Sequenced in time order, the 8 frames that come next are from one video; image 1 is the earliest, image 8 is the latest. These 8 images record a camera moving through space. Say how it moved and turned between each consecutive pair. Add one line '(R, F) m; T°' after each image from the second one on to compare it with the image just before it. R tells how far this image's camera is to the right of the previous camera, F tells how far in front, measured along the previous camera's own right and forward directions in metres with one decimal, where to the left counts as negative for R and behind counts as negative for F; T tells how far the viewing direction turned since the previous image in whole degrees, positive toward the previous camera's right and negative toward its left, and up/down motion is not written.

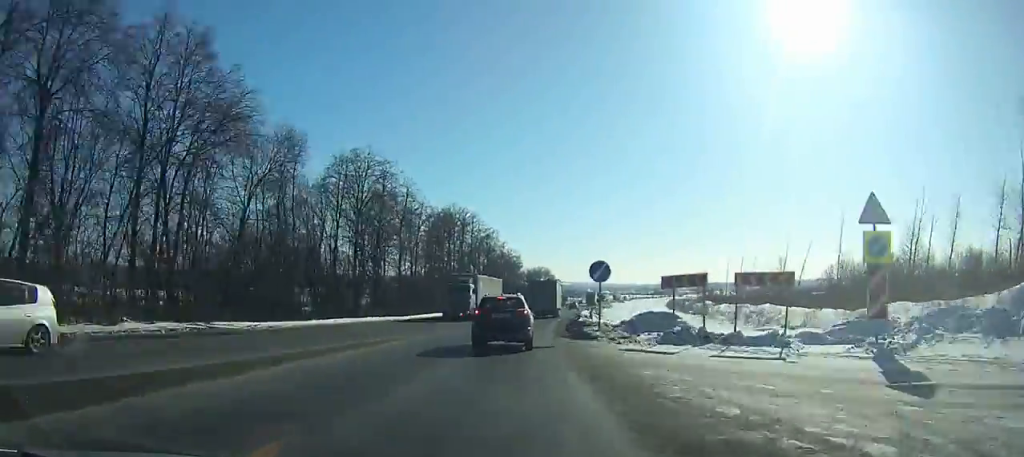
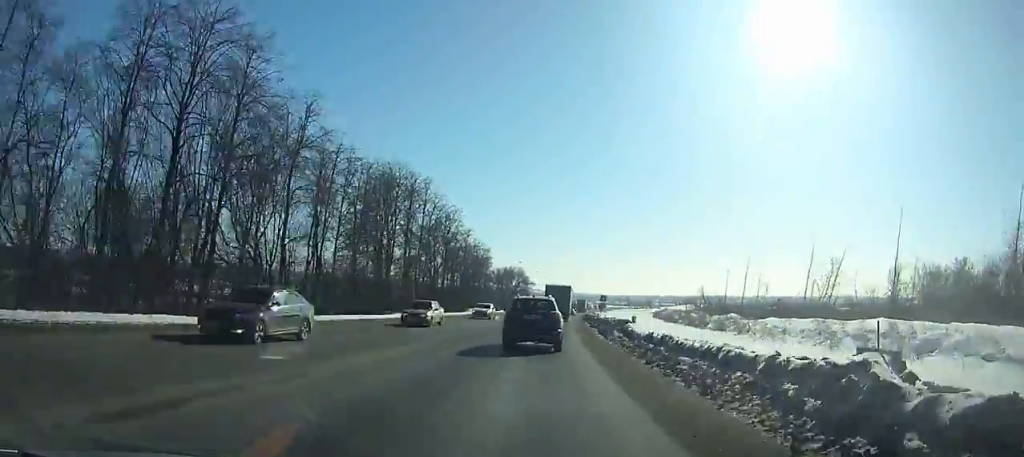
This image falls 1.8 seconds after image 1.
(-0.5, +35.2) m; +1°
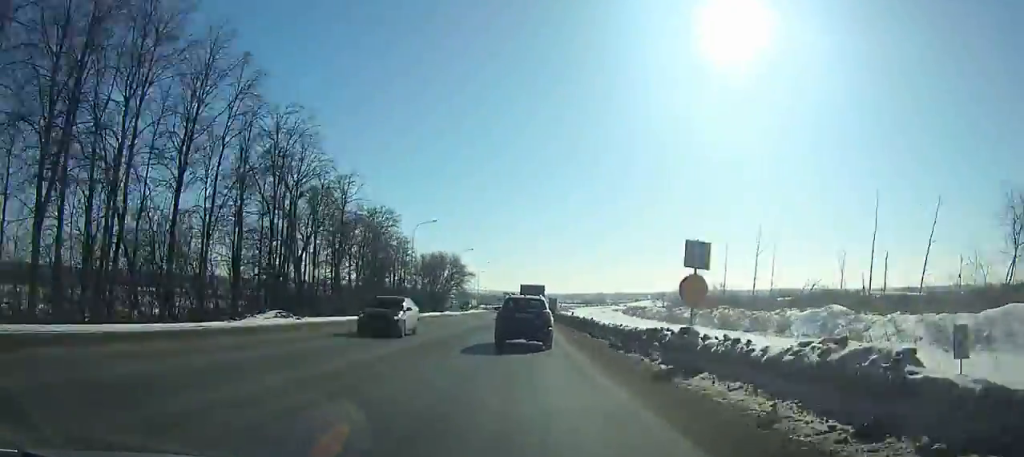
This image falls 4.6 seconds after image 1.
(+1.6, +54.0) m; +3°
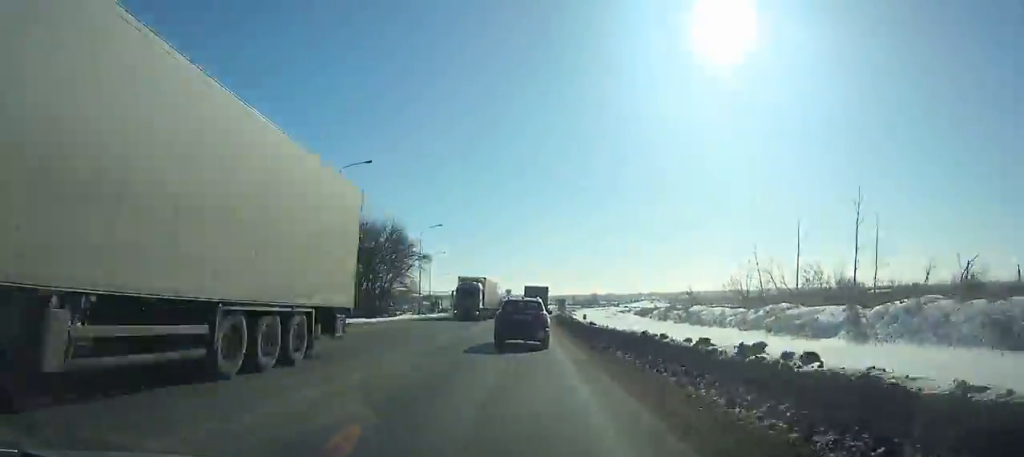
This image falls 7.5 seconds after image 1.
(+1.5, +56.0) m; +2°
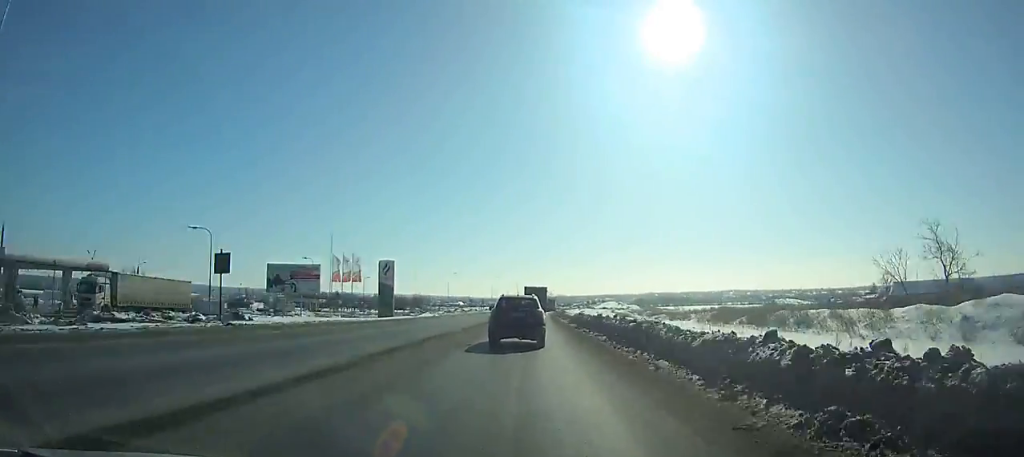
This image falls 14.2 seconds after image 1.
(+5.4, +131.0) m; +5°
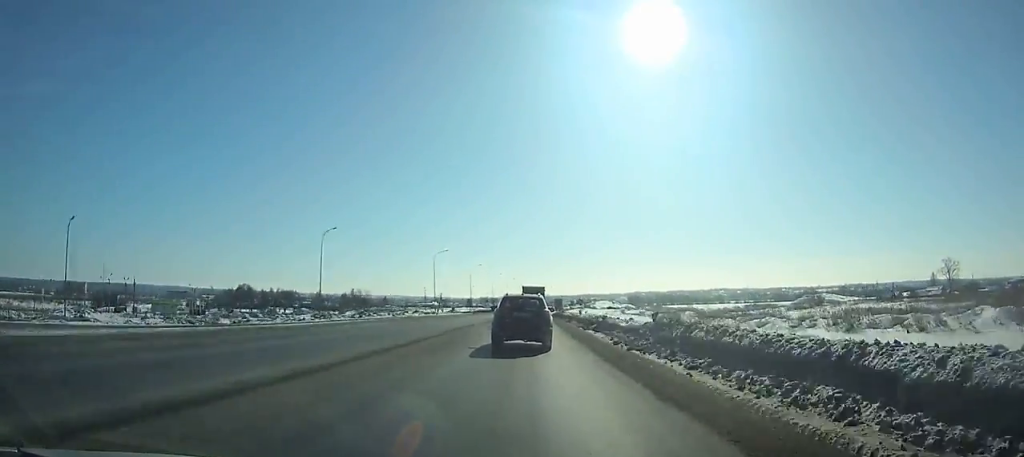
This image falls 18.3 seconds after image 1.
(+1.9, +80.9) m; +2°
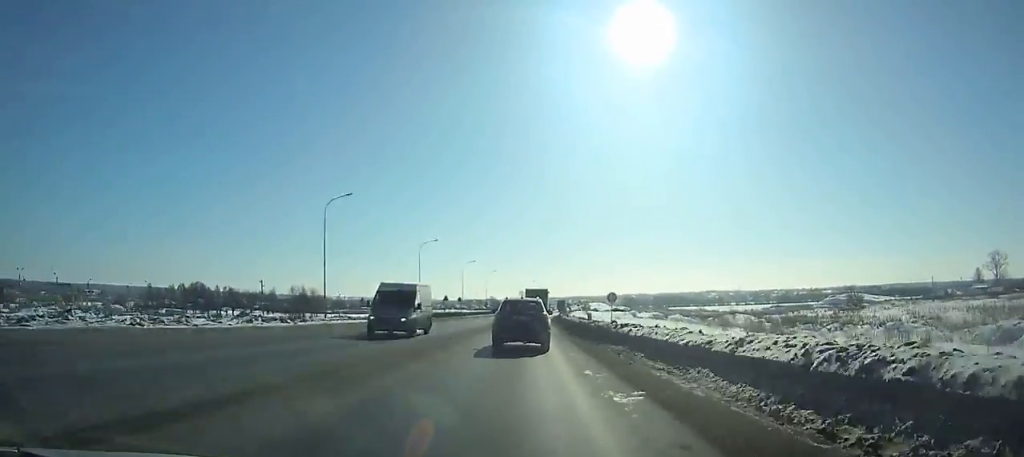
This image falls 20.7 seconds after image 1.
(+0.4, +47.1) m; +1°
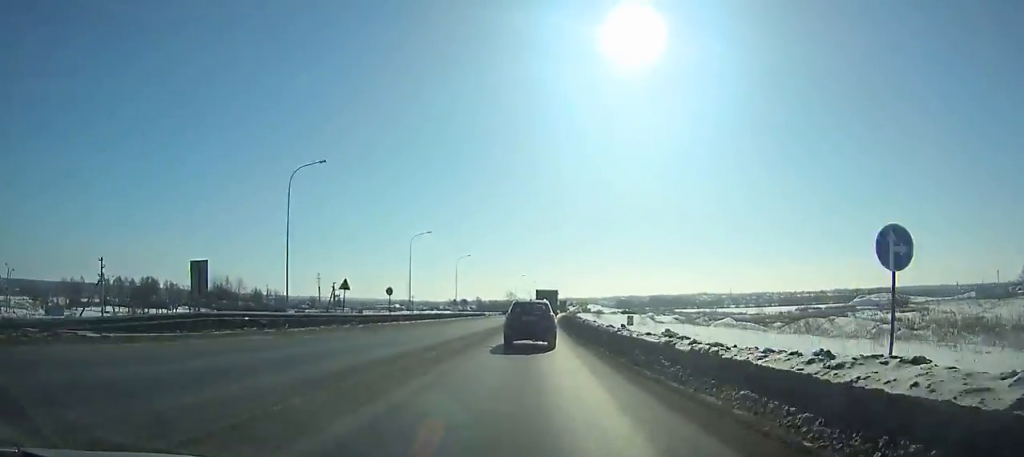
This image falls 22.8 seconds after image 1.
(+0.2, +41.1) m; +1°
